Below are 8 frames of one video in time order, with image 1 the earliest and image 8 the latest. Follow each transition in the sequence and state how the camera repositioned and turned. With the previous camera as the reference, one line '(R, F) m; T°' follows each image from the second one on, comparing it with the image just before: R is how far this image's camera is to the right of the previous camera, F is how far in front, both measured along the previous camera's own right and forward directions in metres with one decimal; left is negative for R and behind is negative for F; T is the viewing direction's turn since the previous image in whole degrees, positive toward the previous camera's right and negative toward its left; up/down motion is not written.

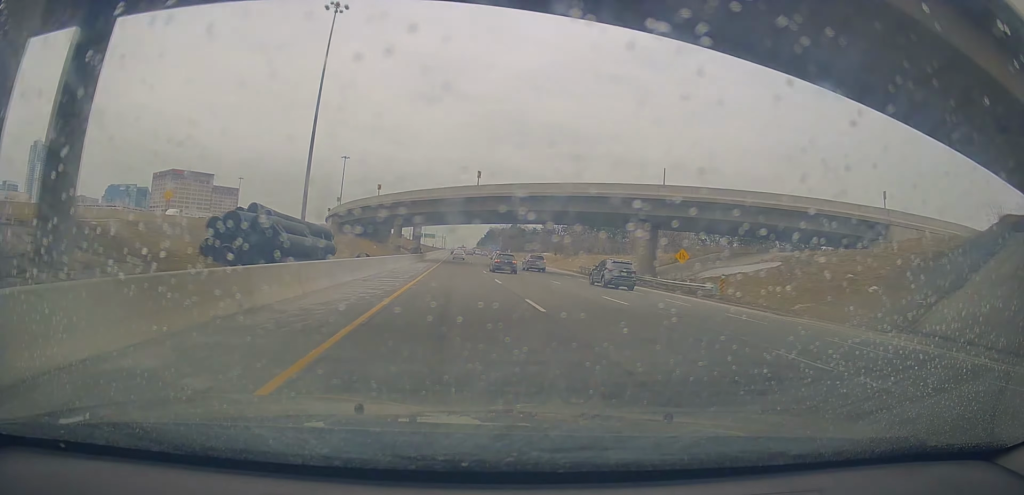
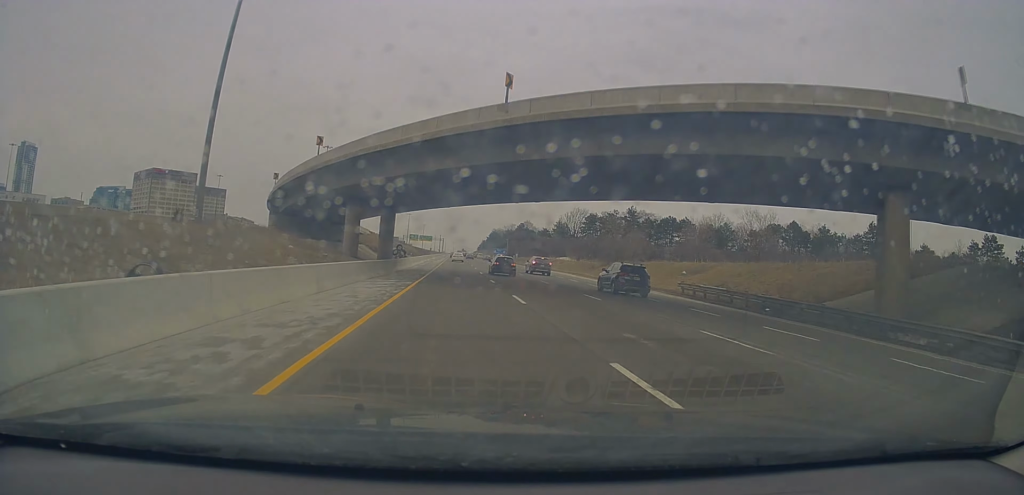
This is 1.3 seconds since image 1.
(+0.2, +34.2) m; +1°
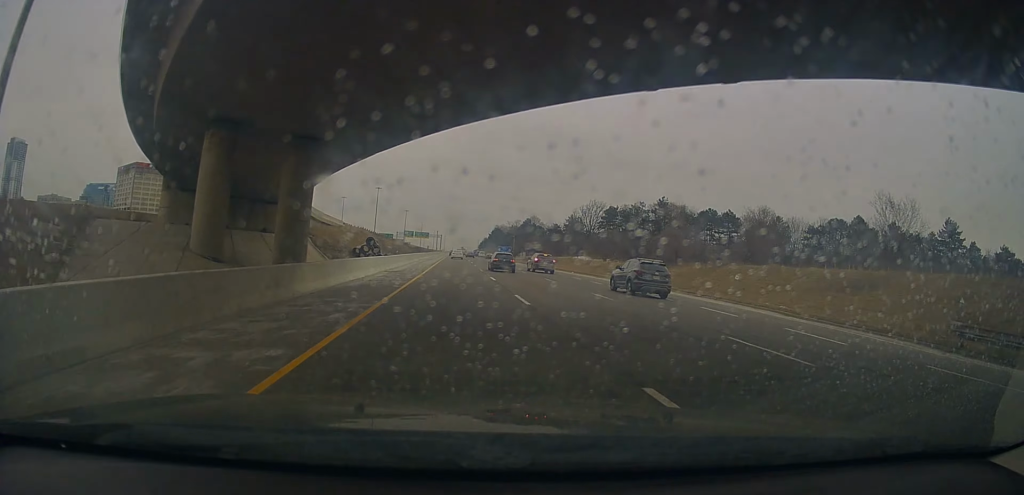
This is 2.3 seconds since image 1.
(+0.1, +26.4) m; -1°
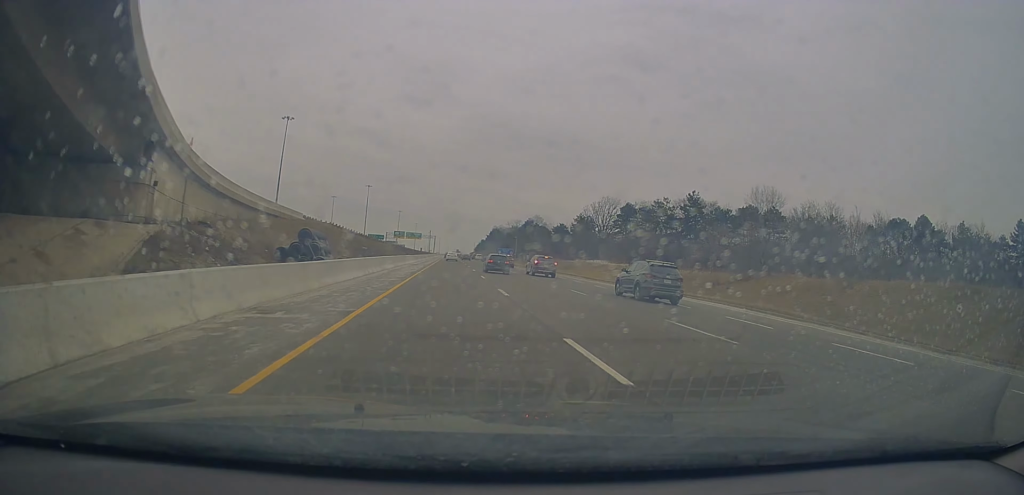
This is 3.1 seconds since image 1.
(-0.4, +21.5) m; 0°
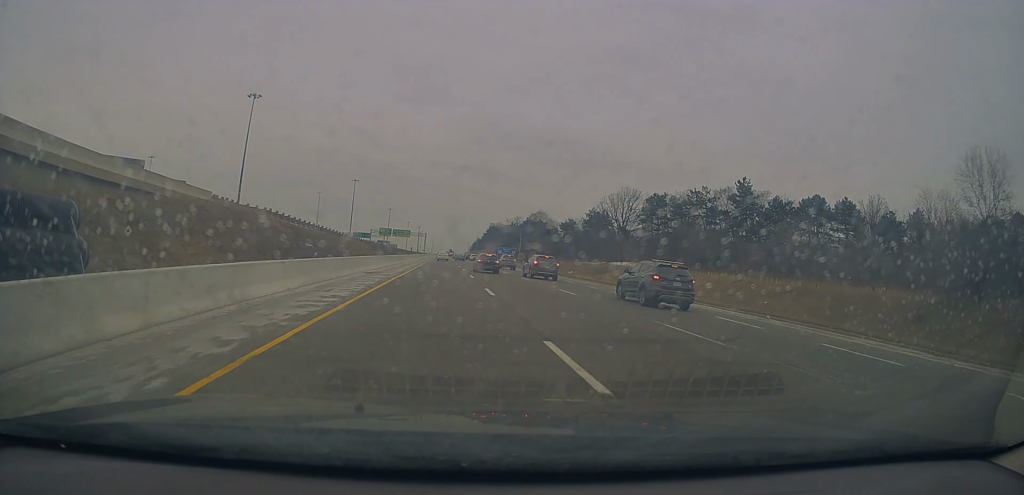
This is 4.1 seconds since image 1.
(+0.3, +25.5) m; +1°
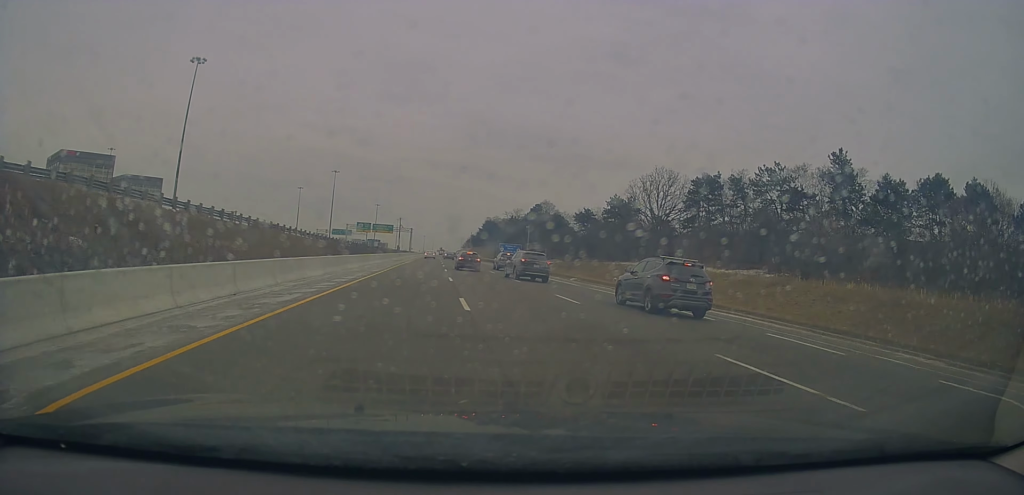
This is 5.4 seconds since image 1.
(+0.2, +33.1) m; +2°
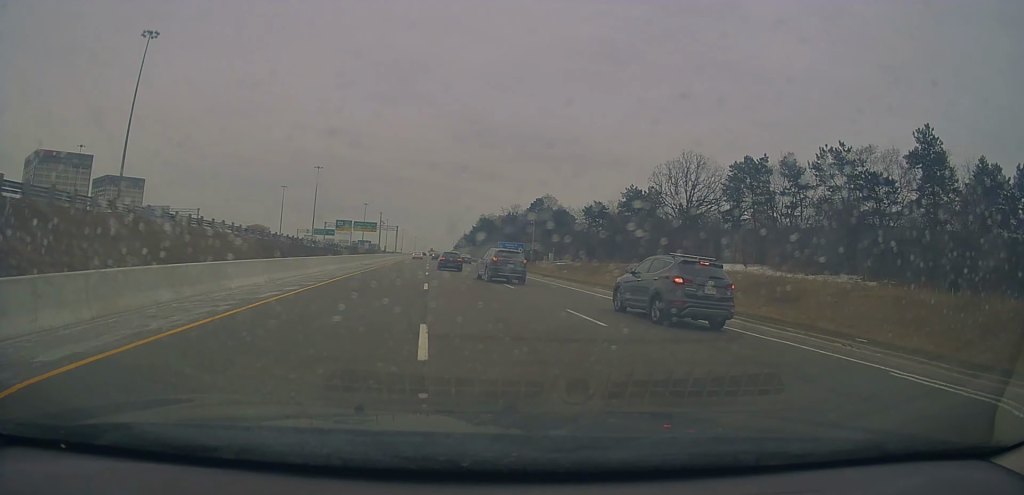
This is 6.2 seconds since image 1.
(+0.4, +19.8) m; 0°
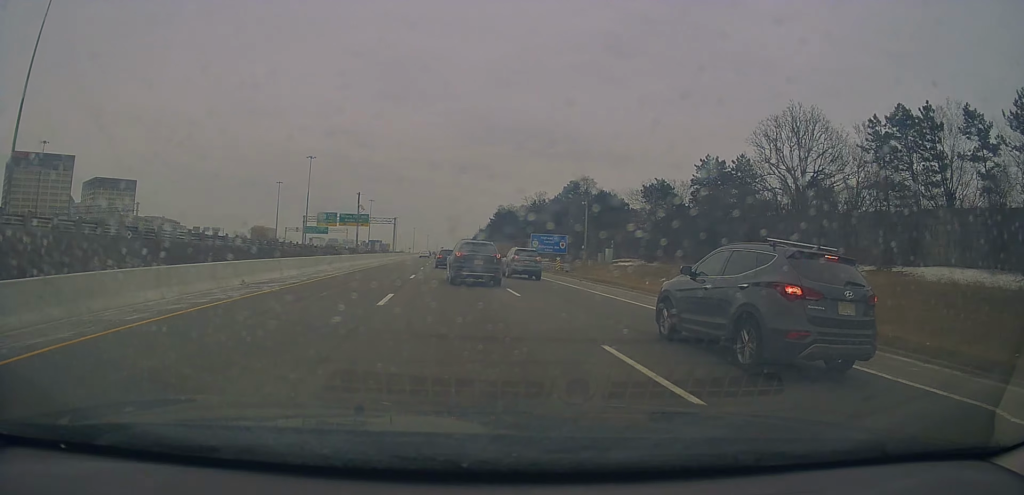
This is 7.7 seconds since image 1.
(-0.4, +34.4) m; 0°
